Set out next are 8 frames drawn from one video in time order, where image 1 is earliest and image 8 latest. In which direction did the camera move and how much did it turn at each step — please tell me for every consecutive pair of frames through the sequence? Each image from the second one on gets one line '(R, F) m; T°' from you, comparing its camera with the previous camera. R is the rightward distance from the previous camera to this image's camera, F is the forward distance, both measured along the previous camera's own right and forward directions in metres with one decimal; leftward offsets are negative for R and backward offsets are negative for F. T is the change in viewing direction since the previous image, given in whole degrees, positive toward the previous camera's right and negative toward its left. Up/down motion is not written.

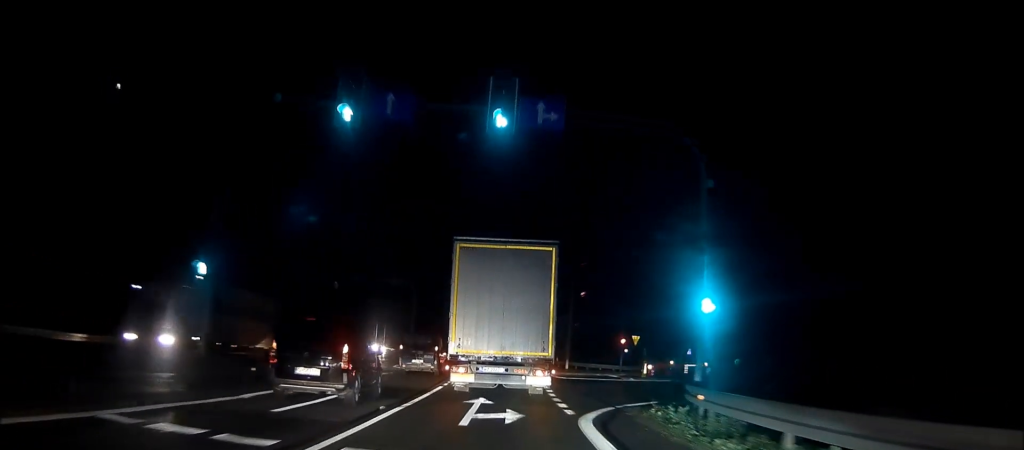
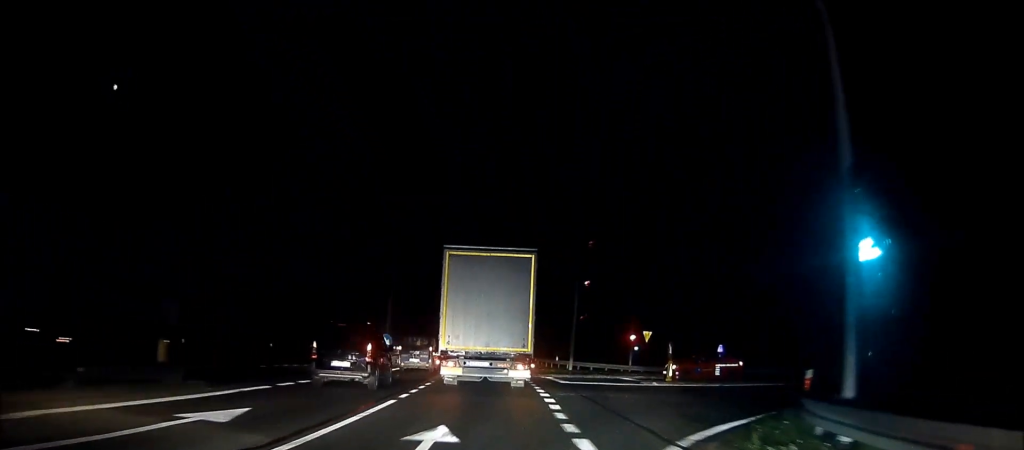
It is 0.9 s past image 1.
(+0.1, +7.5) m; 0°
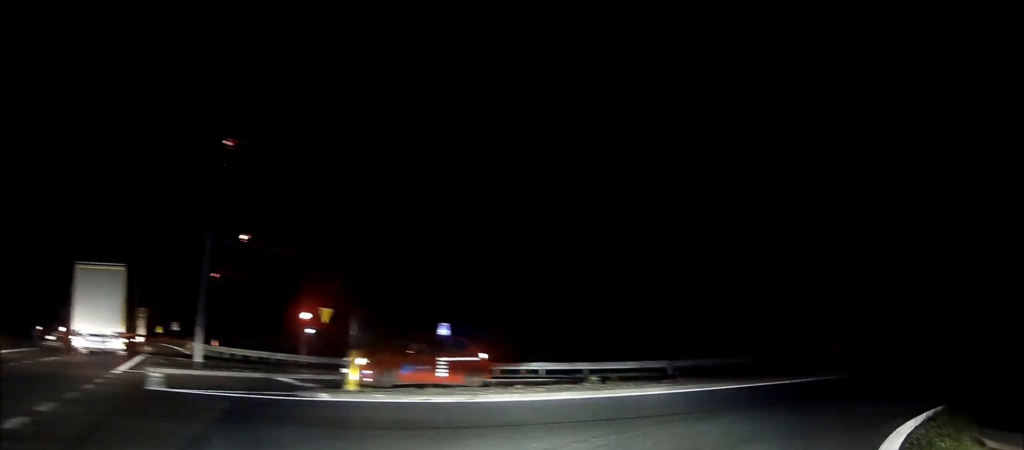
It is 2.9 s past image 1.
(+1.9, +15.0) m; +28°
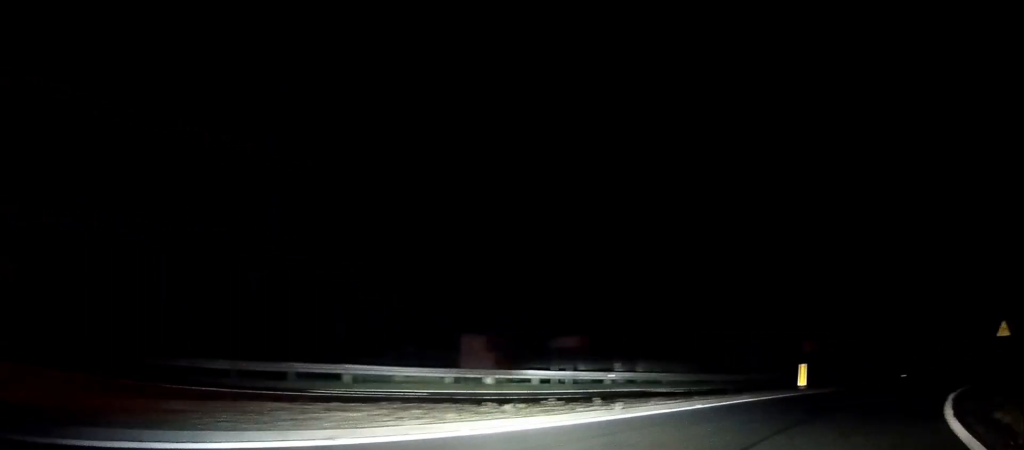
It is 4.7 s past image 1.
(+3.5, +10.3) m; +33°
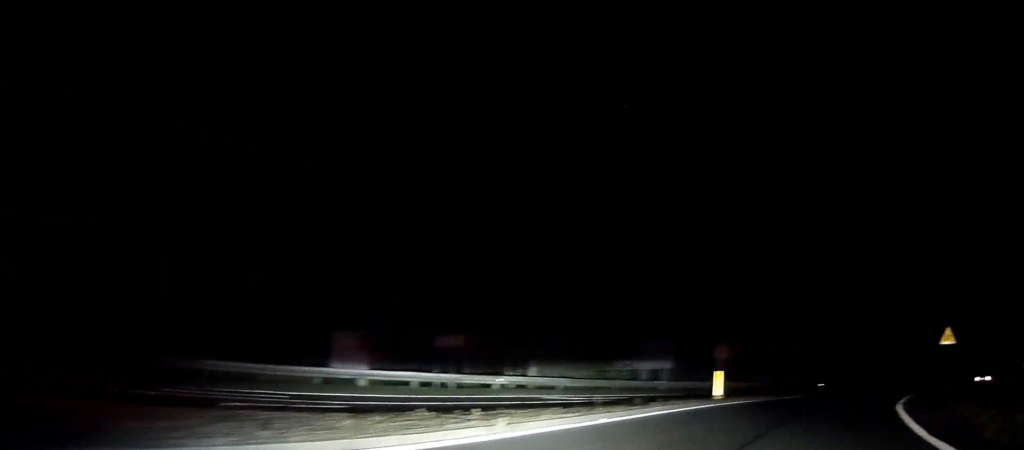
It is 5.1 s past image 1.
(-0.1, +2.8) m; +7°
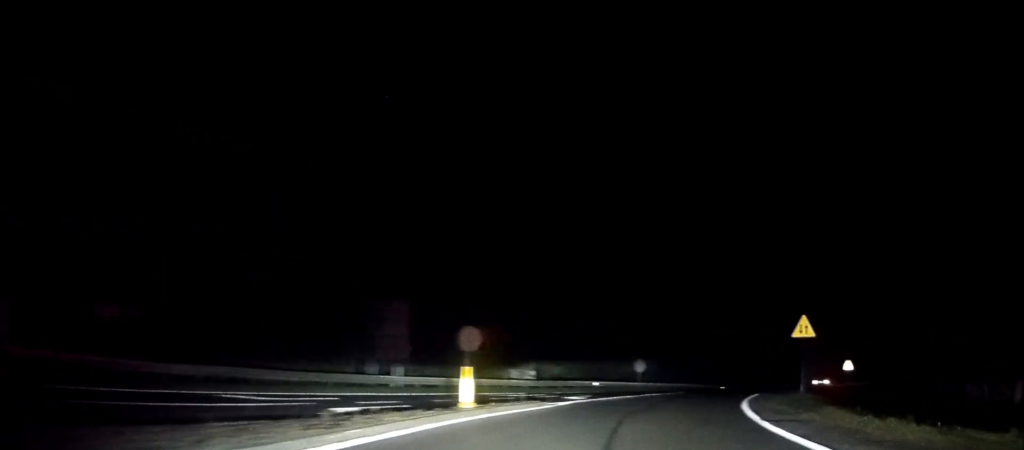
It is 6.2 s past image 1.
(+1.4, +7.5) m; +19°
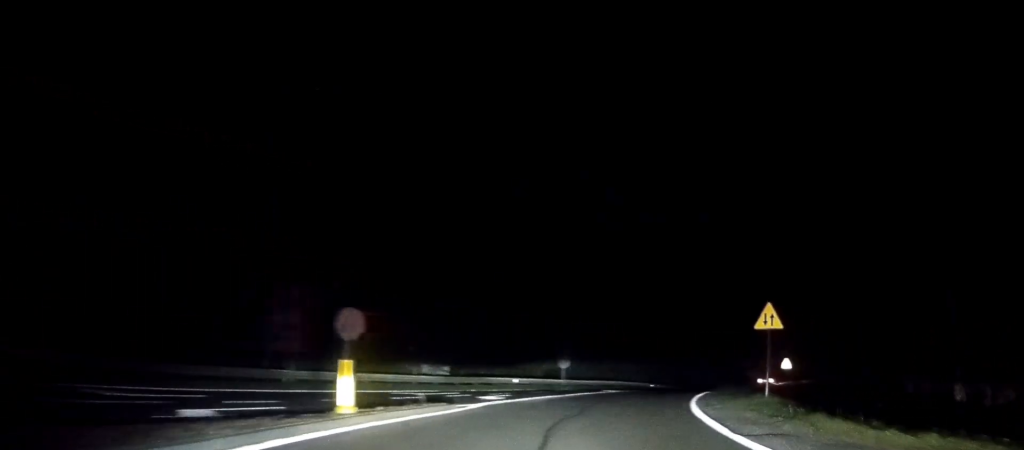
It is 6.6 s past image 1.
(+0.5, +3.8) m; +6°
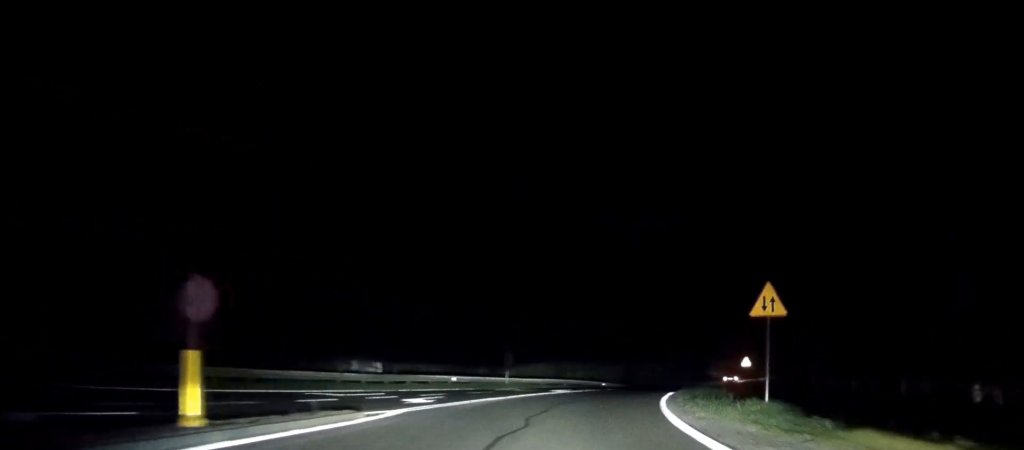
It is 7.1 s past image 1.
(+0.1, +3.8) m; +5°
